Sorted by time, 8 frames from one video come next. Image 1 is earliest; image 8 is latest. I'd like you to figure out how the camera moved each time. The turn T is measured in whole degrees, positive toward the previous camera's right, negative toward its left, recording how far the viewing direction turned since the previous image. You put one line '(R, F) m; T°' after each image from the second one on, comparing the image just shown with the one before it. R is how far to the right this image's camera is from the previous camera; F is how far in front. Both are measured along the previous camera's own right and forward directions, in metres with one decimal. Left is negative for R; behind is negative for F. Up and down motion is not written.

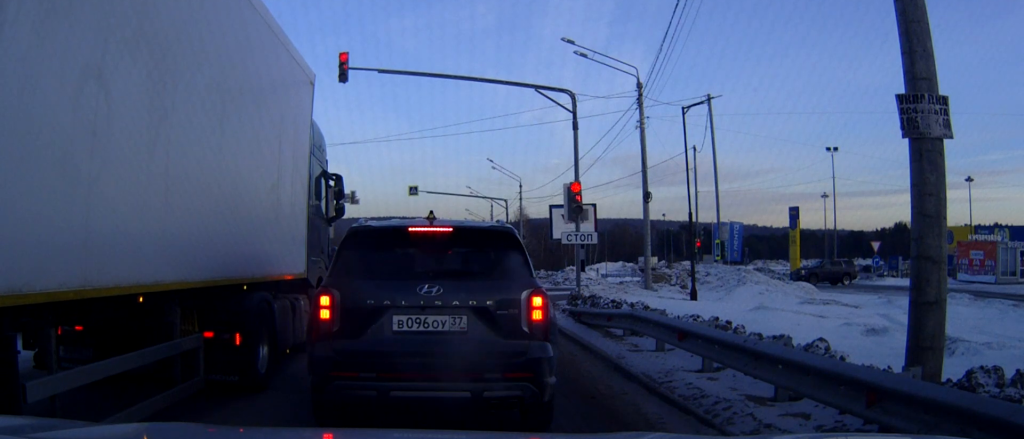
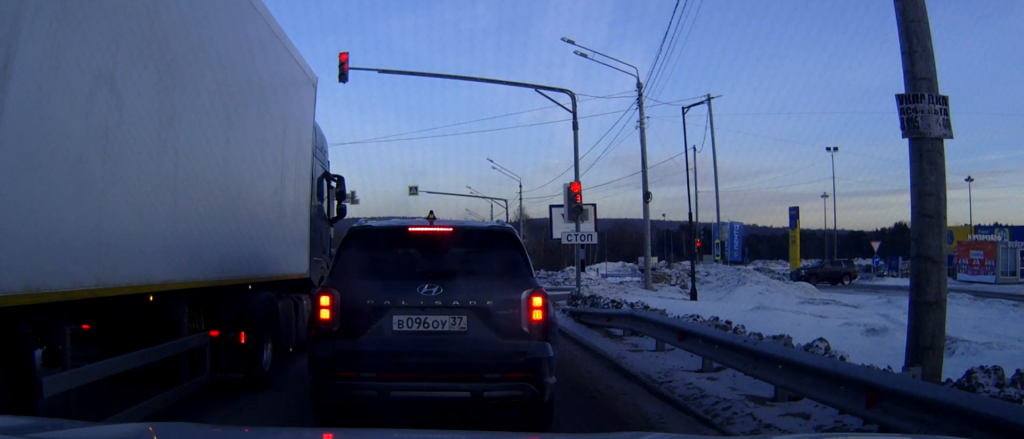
(0.0, 0.0) m; 0°
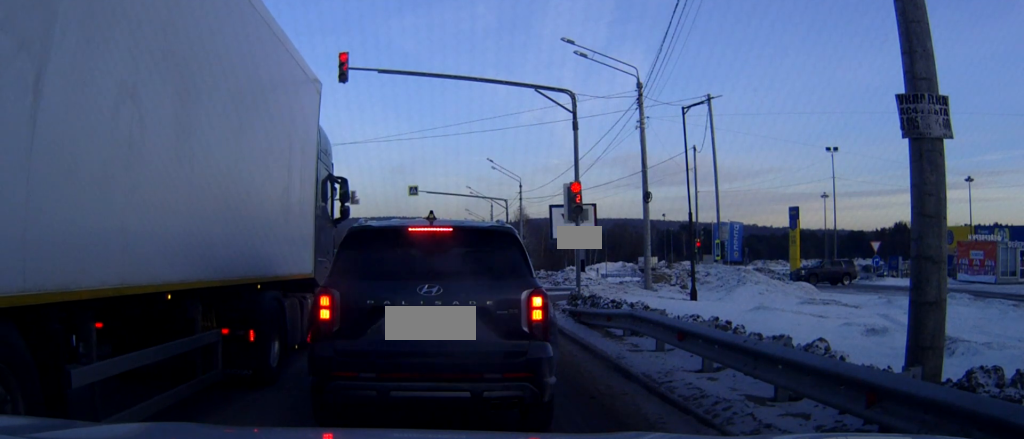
(0.0, 0.0) m; 0°
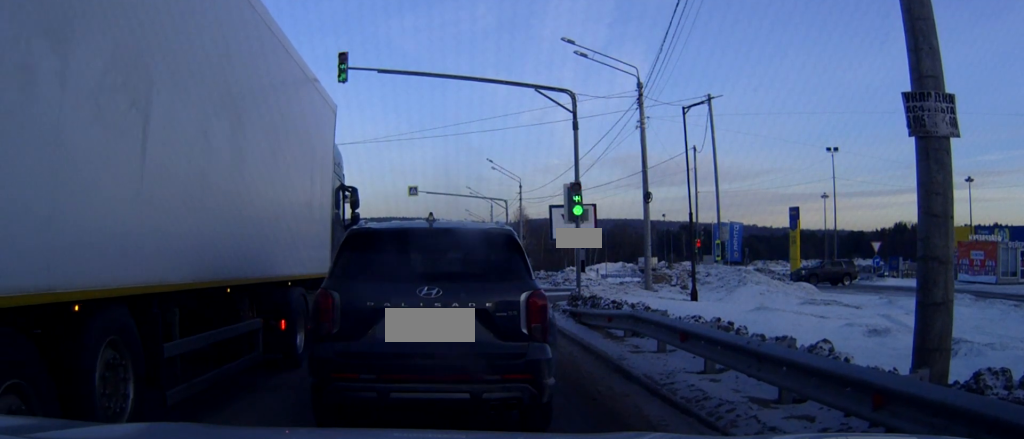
(0.0, 0.0) m; 0°
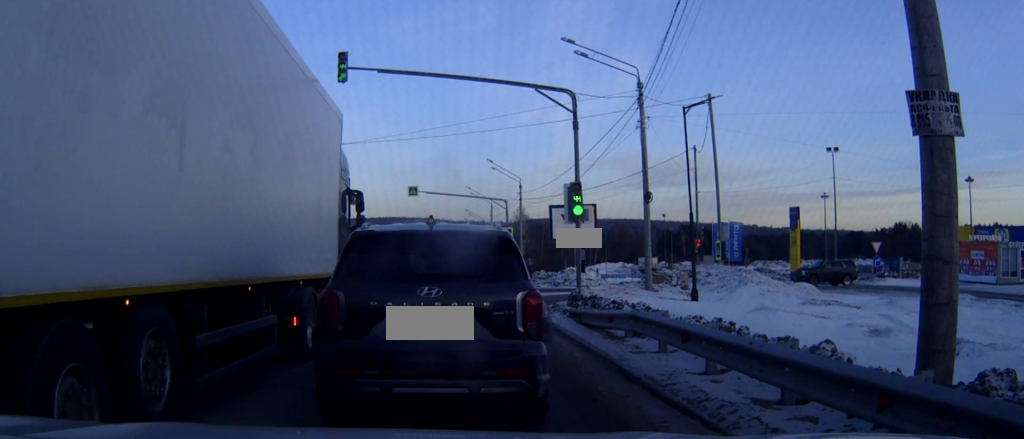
(0.0, 0.0) m; 0°
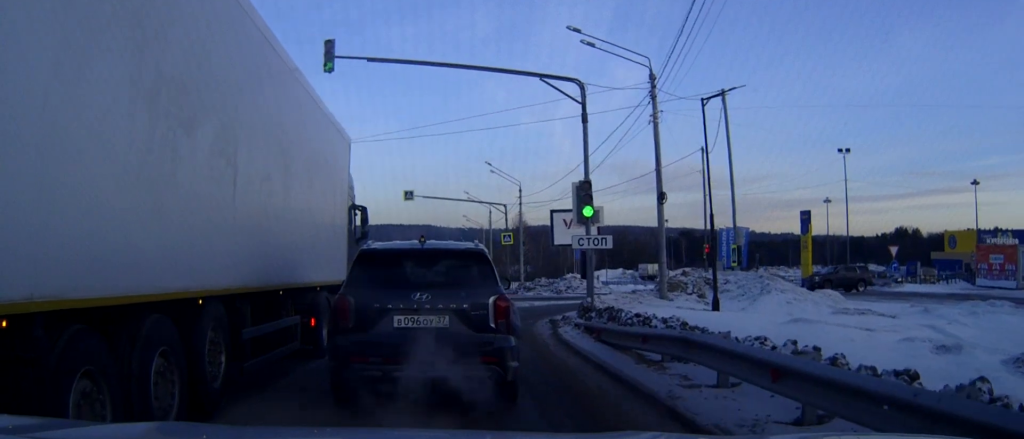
(0.0, +0.3) m; -3°
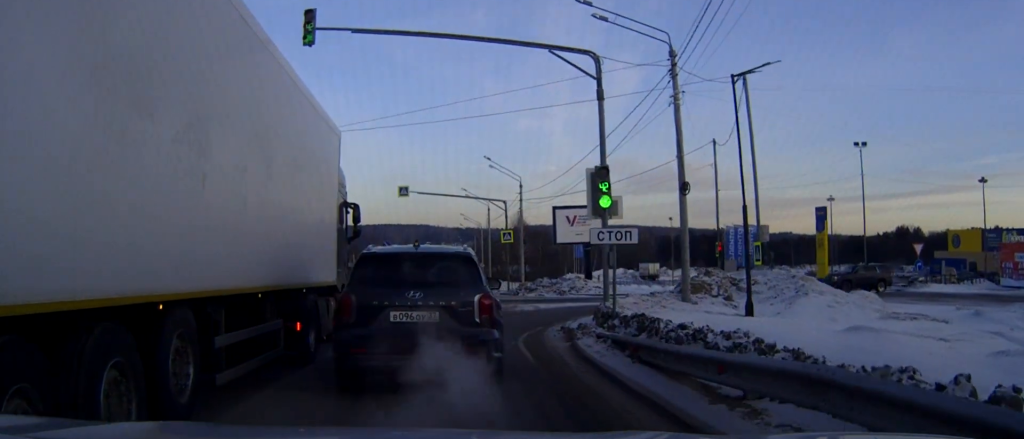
(0.0, +2.1) m; -1°
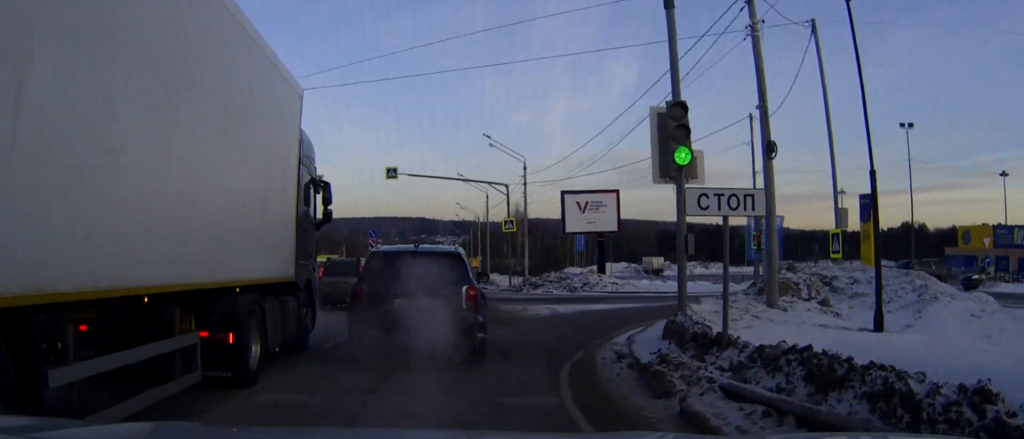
(0.0, +7.0) m; 0°
